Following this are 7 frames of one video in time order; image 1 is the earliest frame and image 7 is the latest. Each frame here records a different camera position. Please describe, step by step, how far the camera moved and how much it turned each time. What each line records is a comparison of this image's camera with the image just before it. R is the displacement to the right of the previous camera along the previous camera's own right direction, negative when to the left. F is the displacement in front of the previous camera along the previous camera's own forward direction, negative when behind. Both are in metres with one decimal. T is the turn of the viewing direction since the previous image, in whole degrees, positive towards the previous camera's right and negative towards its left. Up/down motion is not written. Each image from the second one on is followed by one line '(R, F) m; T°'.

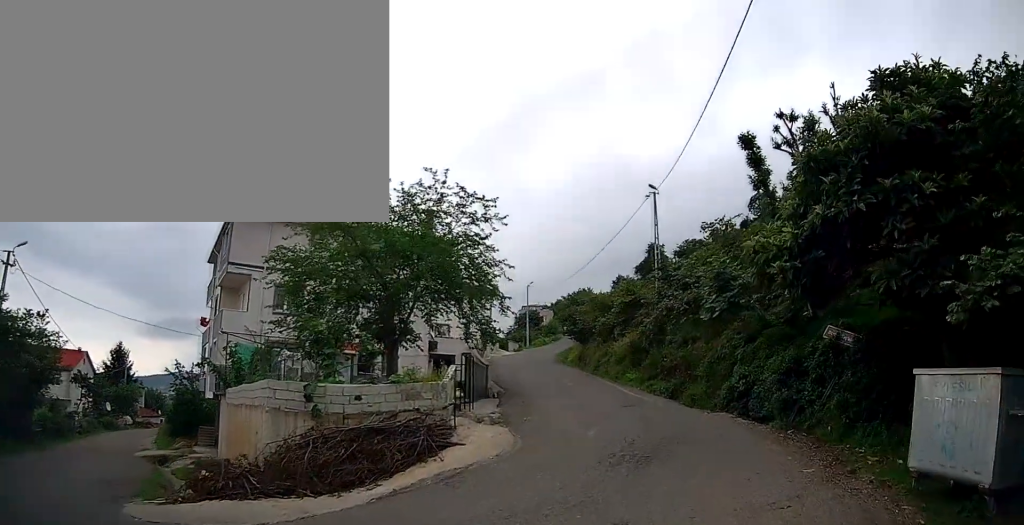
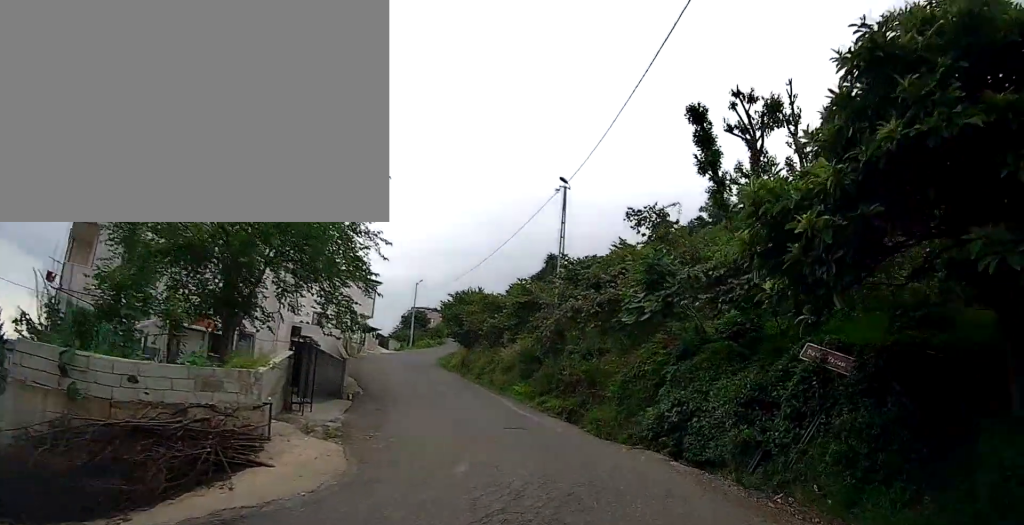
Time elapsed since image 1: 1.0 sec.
(+0.4, +3.6) m; +9°
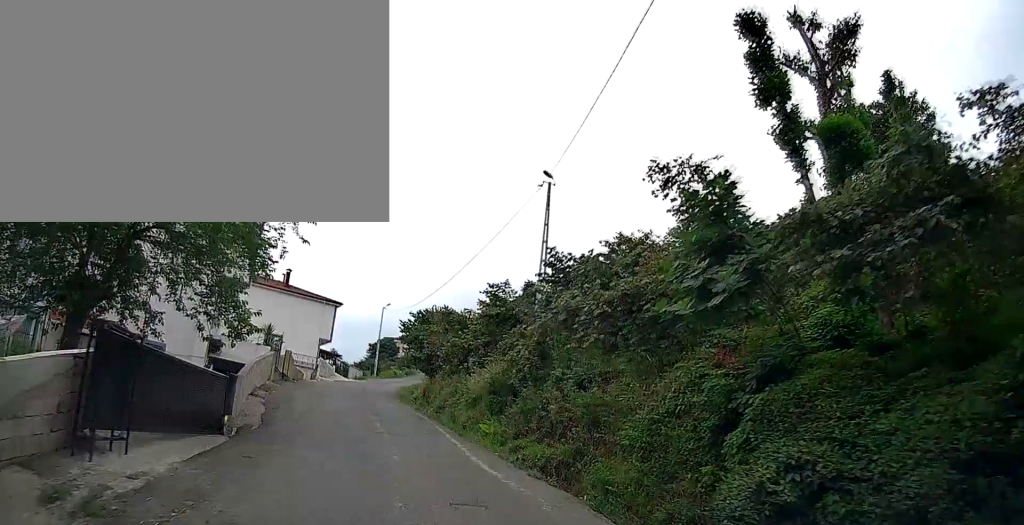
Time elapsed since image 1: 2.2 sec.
(+0.1, +4.9) m; +1°
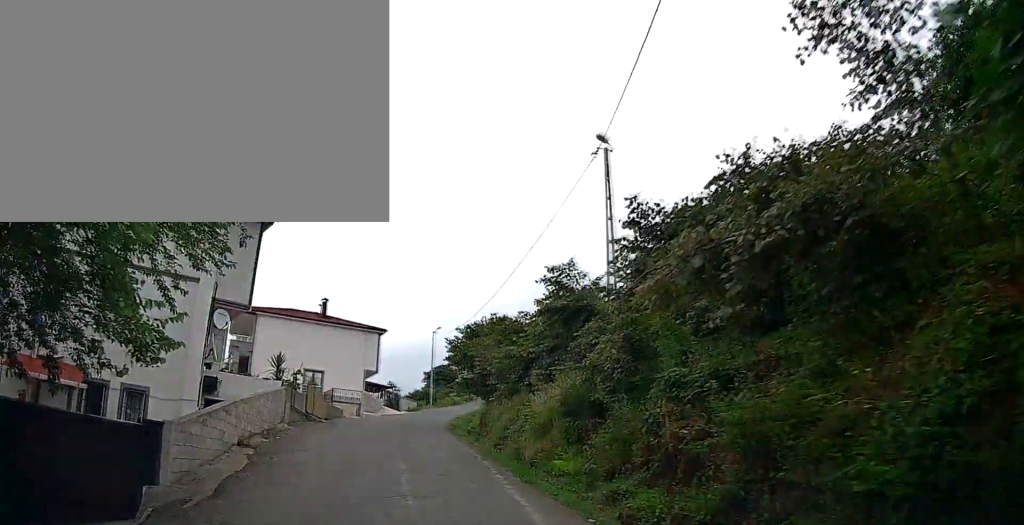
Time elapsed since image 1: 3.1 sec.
(0.0, +4.6) m; -1°
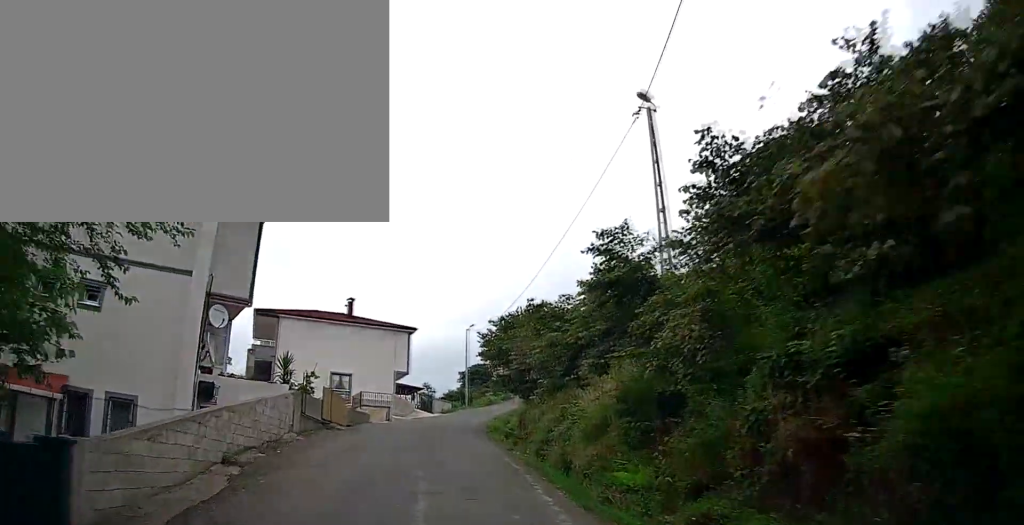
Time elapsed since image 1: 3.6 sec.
(+0.1, +2.4) m; -1°
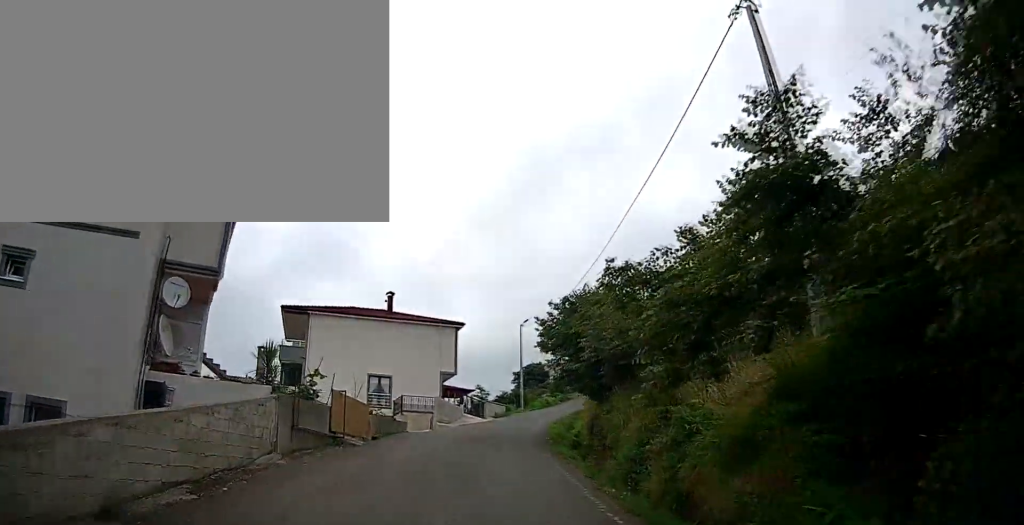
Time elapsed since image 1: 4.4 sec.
(-0.3, +4.8) m; -8°
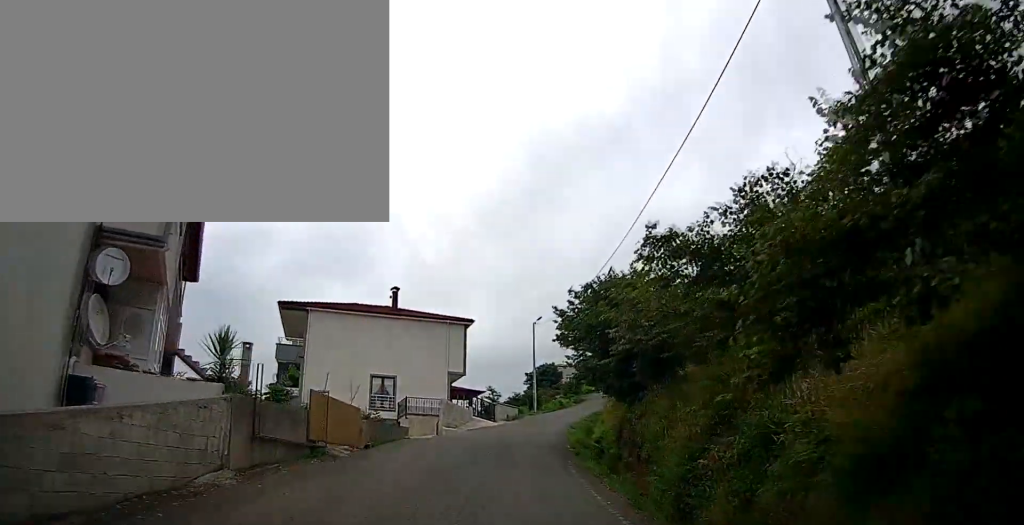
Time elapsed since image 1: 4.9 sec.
(-0.2, +2.5) m; -3°
